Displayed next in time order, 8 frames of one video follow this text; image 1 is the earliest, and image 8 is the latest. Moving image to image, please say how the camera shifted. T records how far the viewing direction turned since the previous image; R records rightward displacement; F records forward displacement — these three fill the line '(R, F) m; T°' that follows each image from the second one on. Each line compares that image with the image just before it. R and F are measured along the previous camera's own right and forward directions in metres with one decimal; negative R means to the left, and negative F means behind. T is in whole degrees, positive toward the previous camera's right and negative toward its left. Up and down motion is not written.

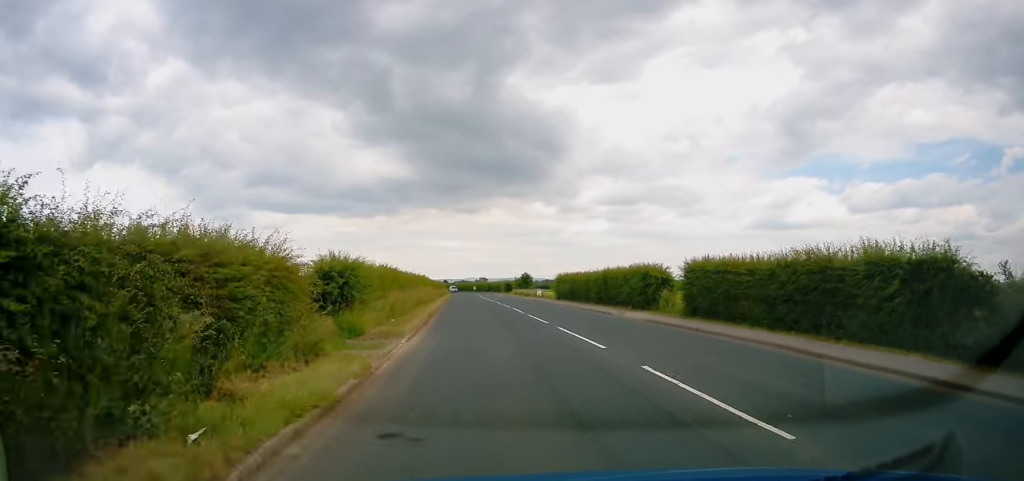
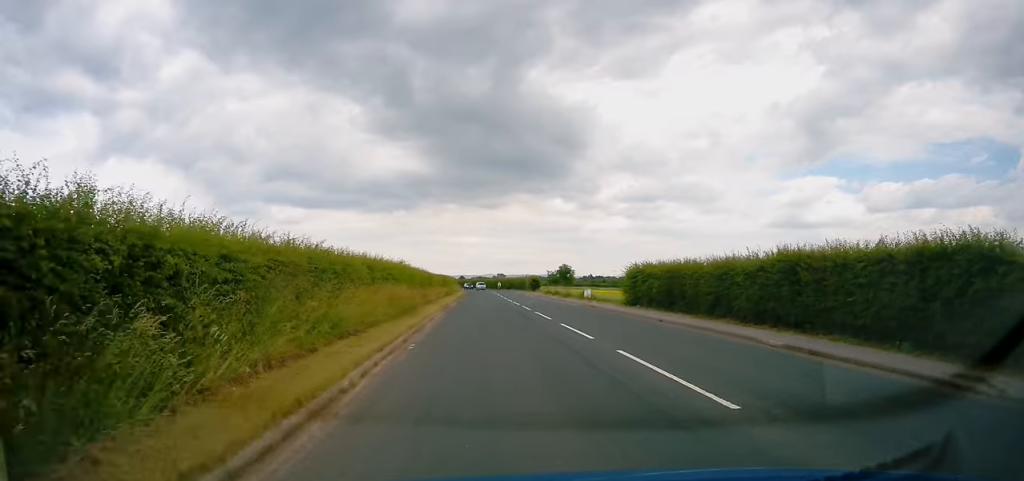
(-0.8, +24.5) m; -2°
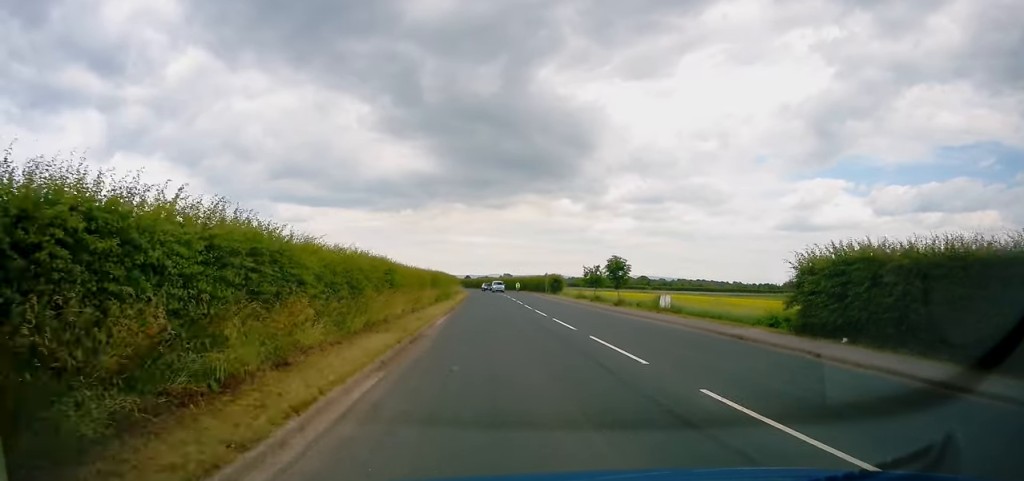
(0.0, +21.5) m; 0°
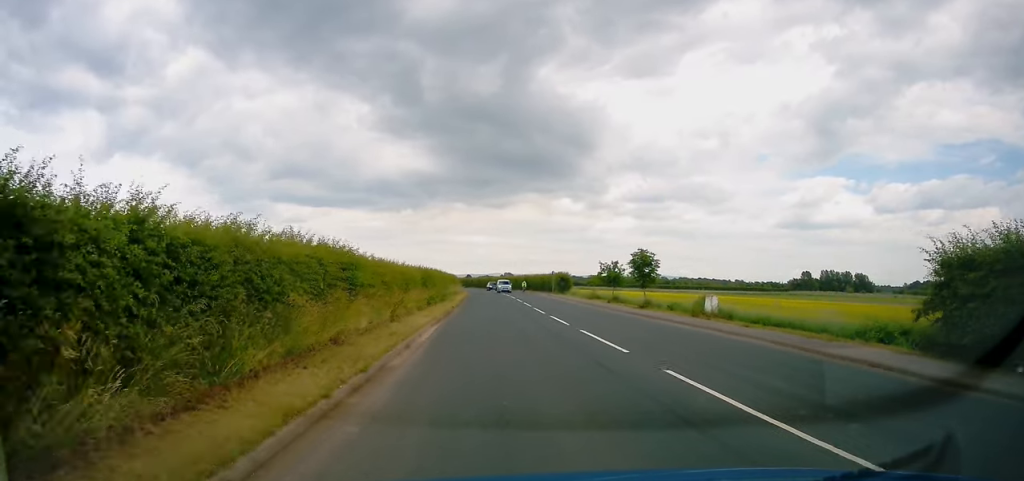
(0.0, +6.8) m; 0°
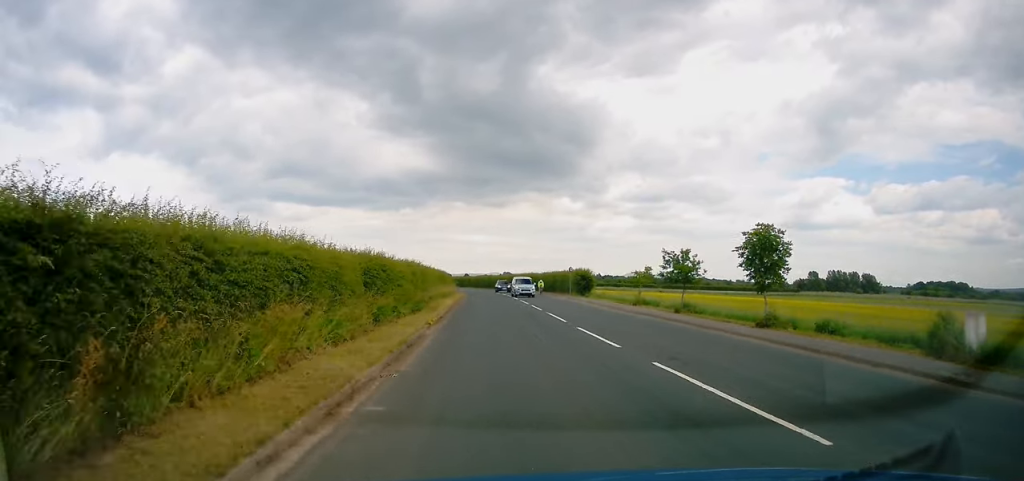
(0.0, +16.2) m; 0°
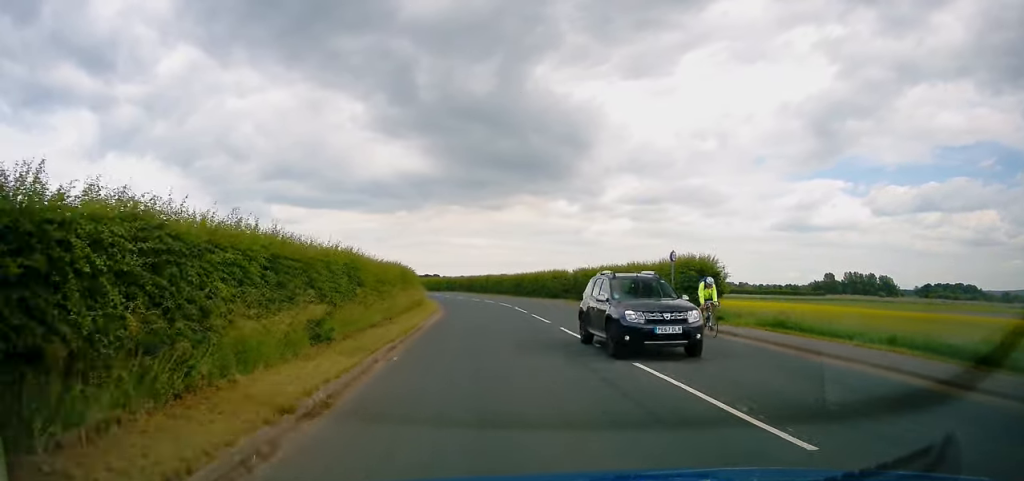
(0.0, +33.9) m; 0°
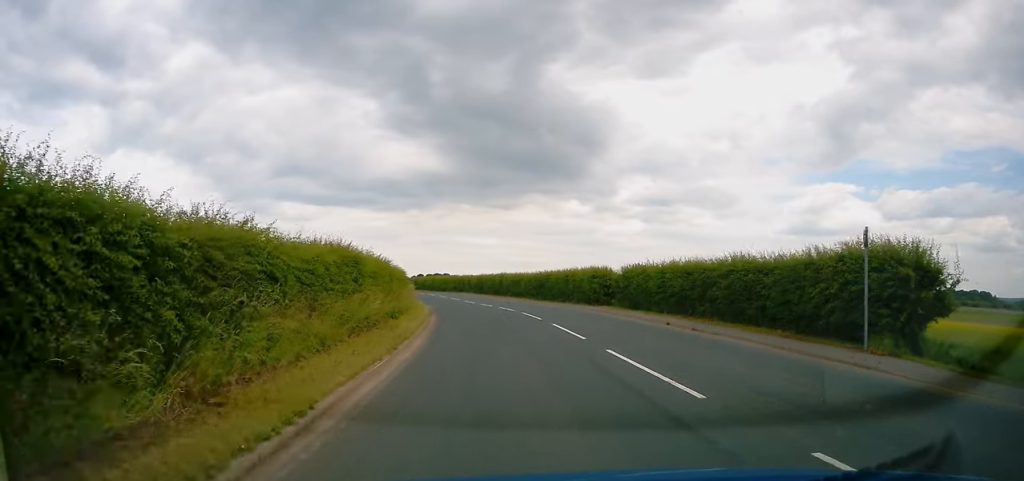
(0.0, +14.3) m; 0°
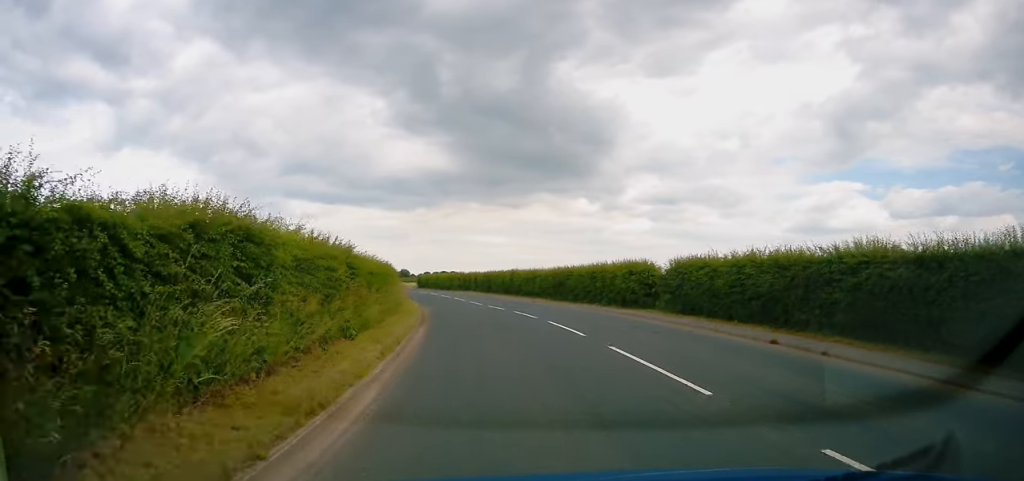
(0.0, +8.7) m; -1°
